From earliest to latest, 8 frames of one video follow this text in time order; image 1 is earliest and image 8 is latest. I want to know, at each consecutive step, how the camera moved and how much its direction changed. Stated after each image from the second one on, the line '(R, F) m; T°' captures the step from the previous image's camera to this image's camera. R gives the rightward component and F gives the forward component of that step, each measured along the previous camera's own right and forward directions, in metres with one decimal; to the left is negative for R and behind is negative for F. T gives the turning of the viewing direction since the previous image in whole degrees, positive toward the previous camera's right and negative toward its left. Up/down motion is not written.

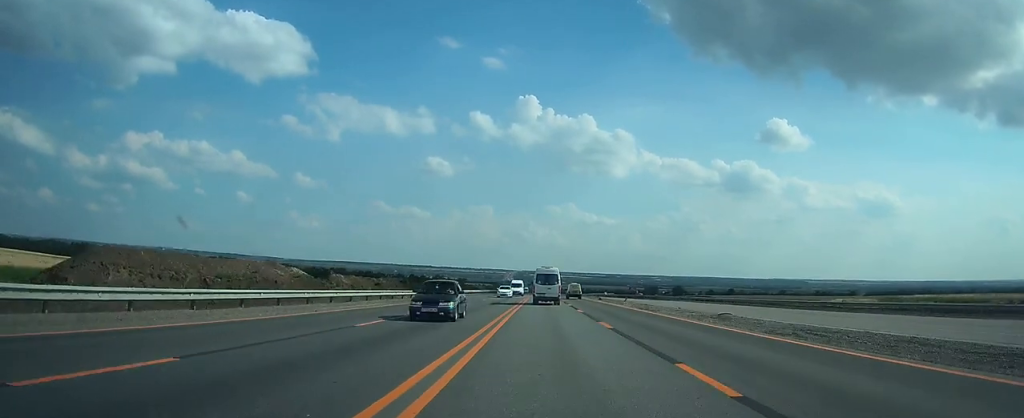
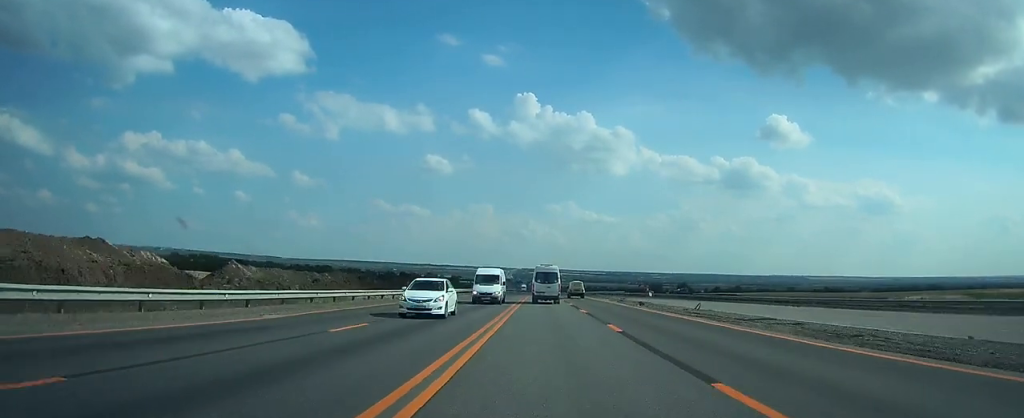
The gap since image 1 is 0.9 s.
(0.0, +26.4) m; 0°
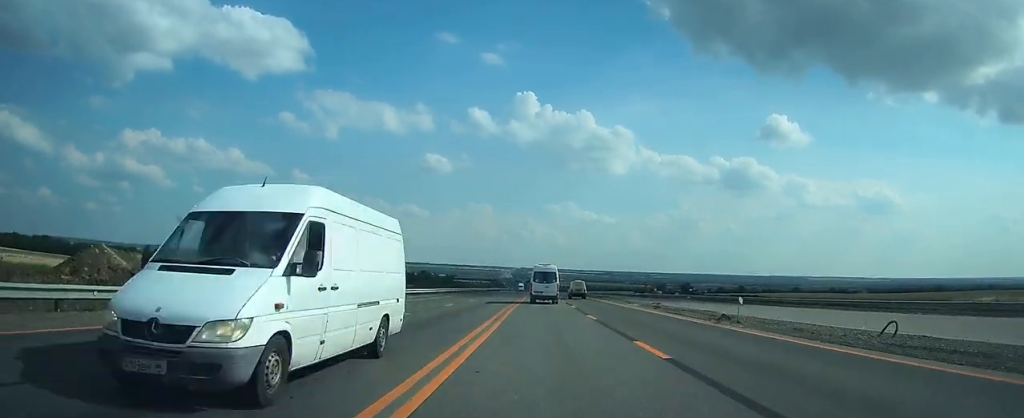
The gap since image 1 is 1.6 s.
(0.0, +17.9) m; 0°
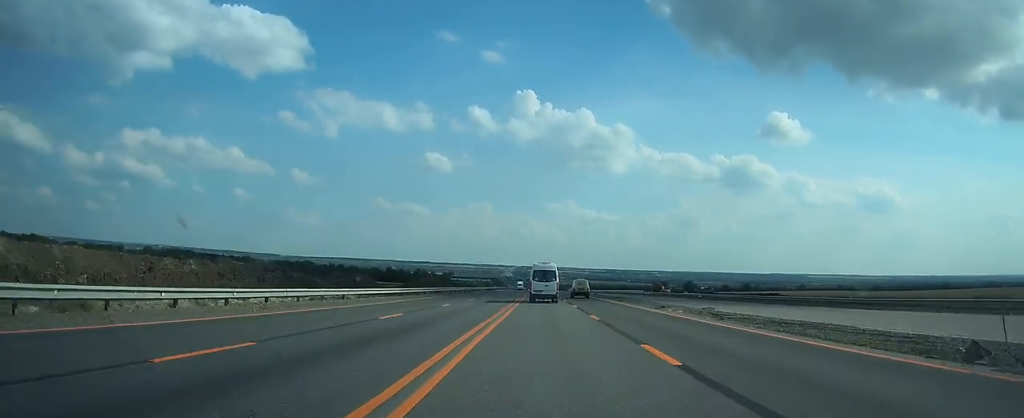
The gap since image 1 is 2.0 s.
(0.0, +13.3) m; 0°
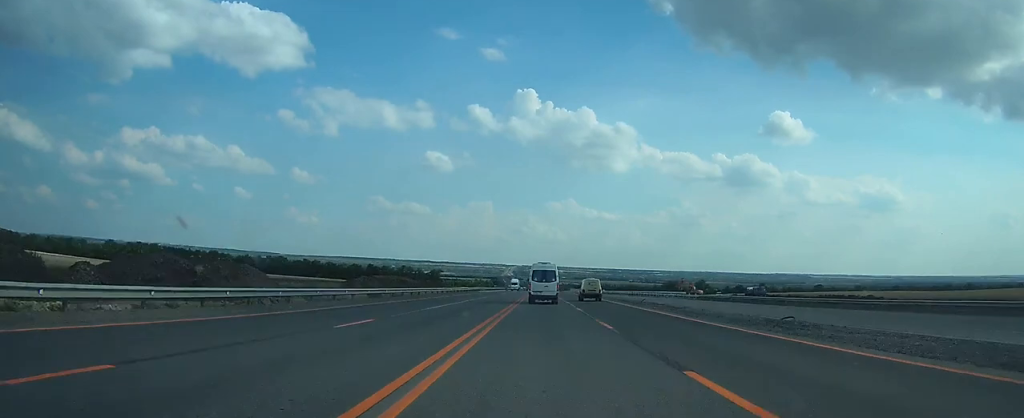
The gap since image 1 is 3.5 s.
(-0.1, +40.6) m; 0°
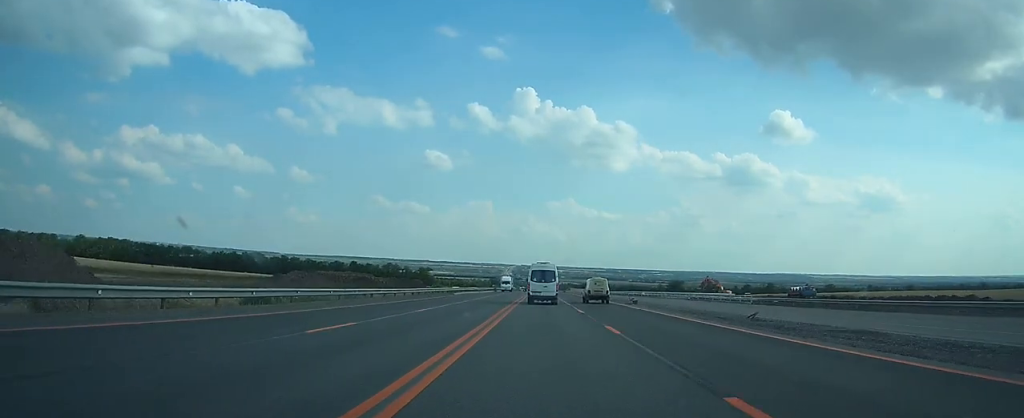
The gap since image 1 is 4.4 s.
(0.0, +26.3) m; 0°
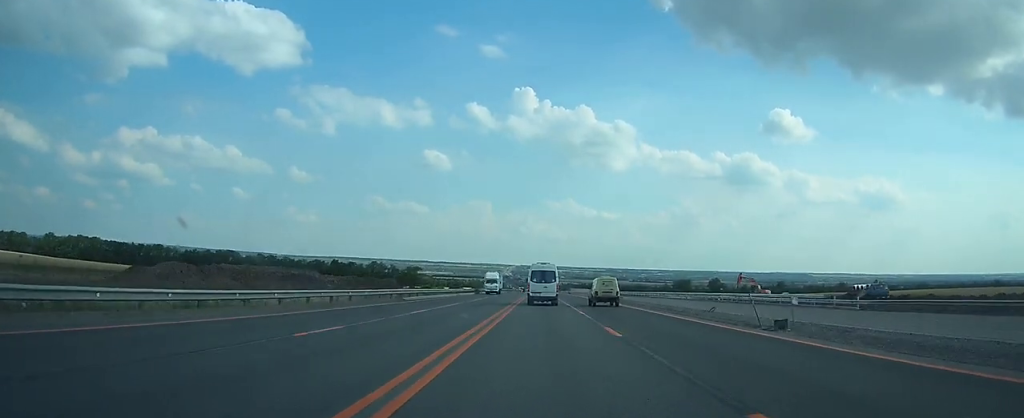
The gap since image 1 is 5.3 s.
(0.0, +25.2) m; 0°
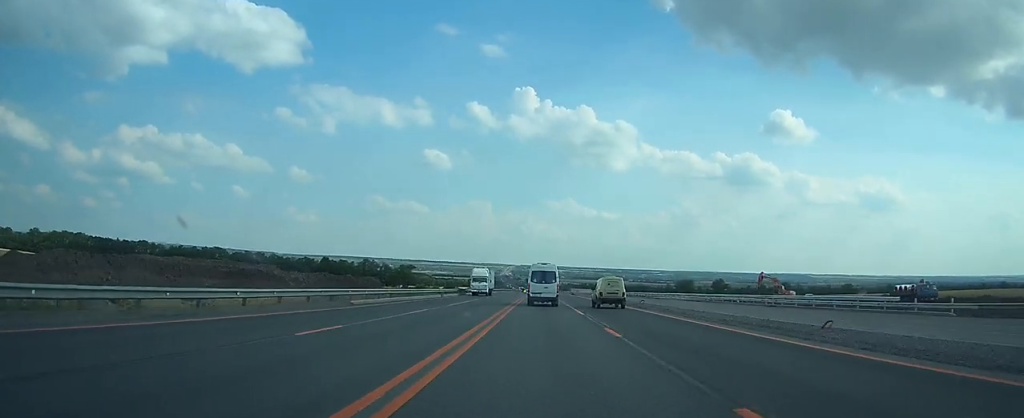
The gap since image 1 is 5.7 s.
(0.0, +12.1) m; 0°
